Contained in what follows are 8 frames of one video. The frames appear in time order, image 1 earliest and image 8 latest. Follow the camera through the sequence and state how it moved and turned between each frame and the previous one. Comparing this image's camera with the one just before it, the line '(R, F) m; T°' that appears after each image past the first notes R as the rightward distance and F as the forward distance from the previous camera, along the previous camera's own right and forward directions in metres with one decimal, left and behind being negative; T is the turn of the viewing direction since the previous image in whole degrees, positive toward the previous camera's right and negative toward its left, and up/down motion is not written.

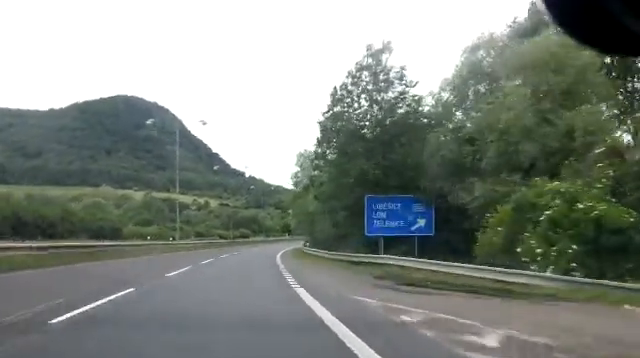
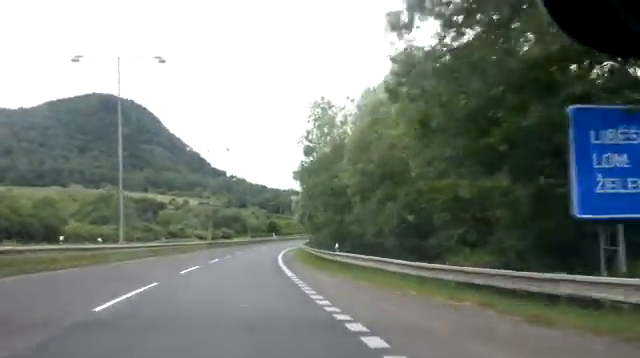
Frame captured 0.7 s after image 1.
(+0.4, +16.8) m; +1°
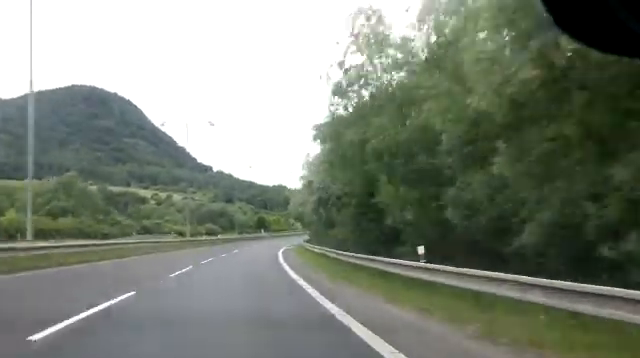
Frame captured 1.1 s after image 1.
(0.0, +11.8) m; 0°
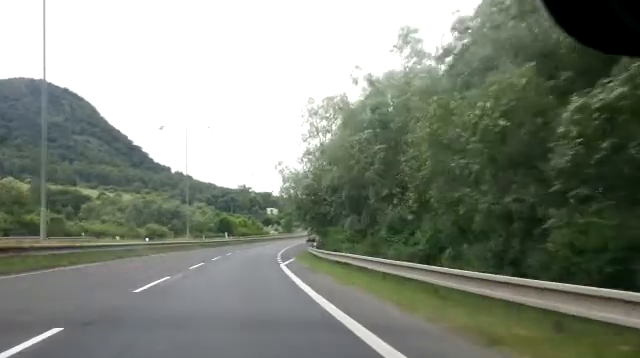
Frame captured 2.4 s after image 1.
(+0.2, +31.3) m; +3°
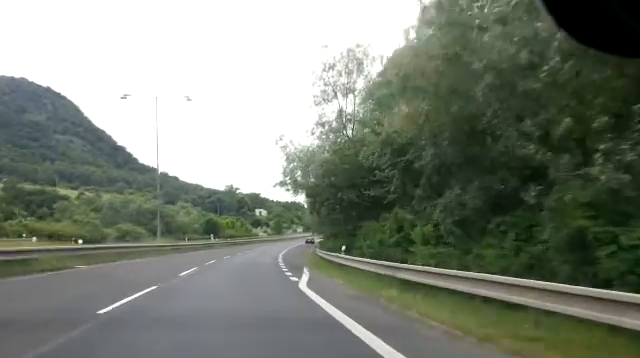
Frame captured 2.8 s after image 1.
(-0.2, +11.8) m; +2°
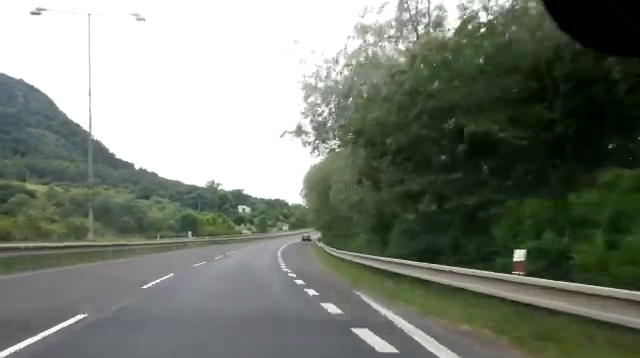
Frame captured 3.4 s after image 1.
(+0.9, +14.4) m; +2°
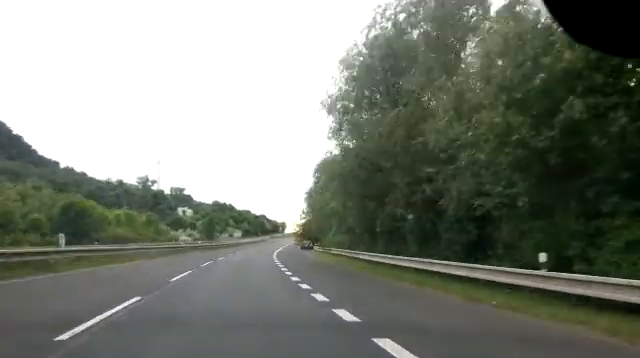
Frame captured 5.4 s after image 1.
(+2.9, +51.3) m; +8°
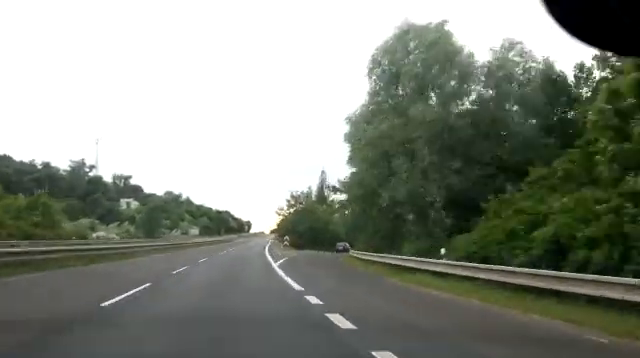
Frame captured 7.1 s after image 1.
(+2.5, +42.0) m; +5°
